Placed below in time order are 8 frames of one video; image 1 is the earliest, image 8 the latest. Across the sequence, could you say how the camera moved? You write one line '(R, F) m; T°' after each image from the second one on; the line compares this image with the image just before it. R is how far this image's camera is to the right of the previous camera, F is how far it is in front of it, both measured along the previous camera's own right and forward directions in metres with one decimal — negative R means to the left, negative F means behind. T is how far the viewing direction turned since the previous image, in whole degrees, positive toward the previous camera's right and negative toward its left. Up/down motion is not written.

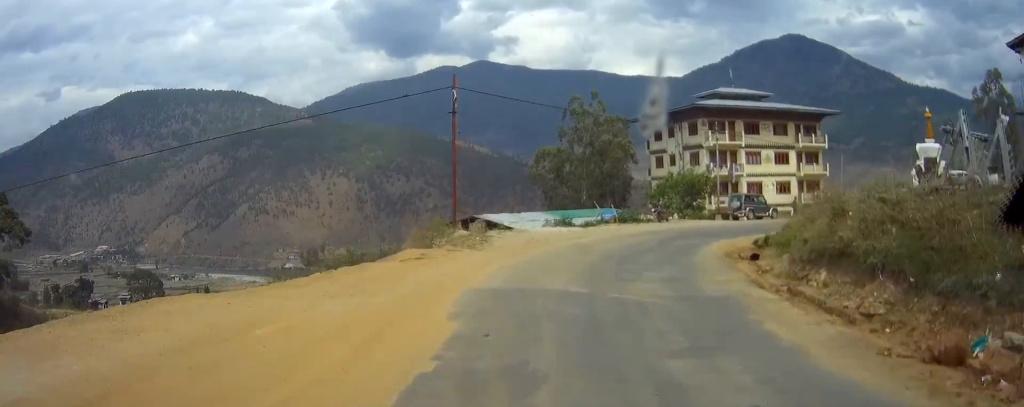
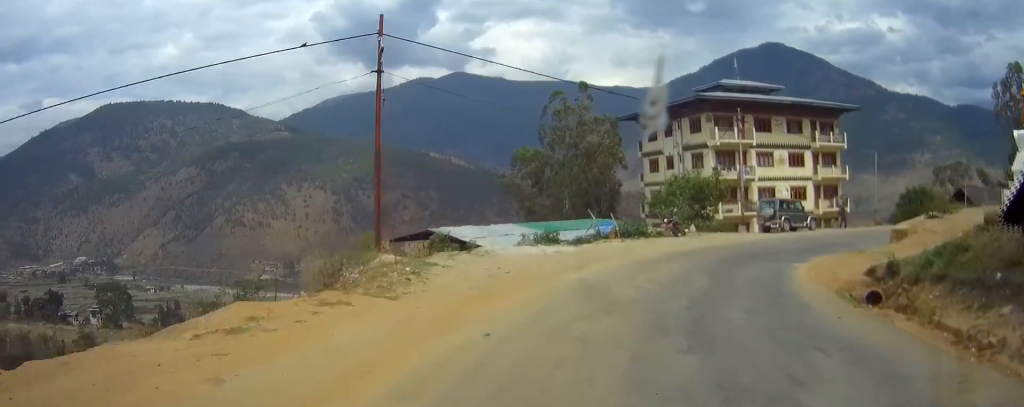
(+0.4, +11.5) m; +5°
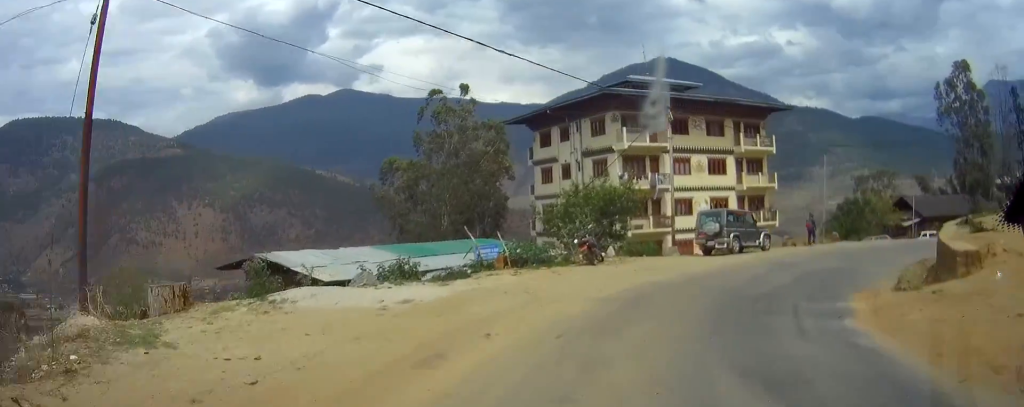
(+0.4, +9.9) m; +12°
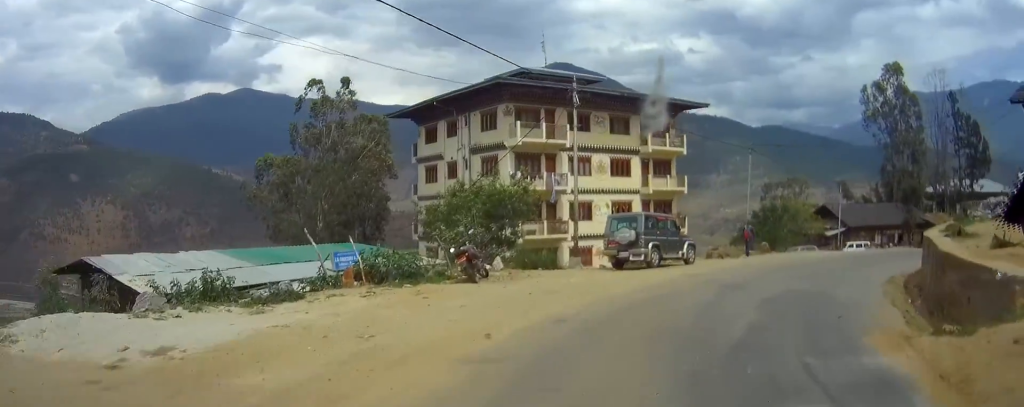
(+0.5, +5.7) m; +10°
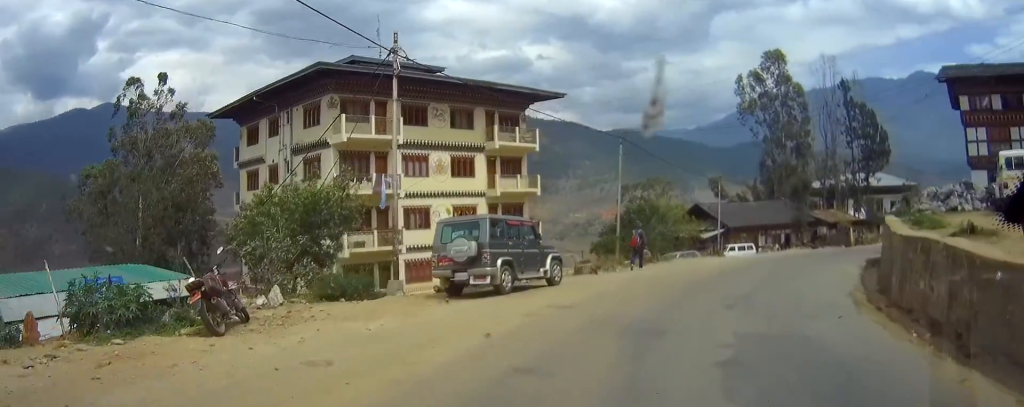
(+0.9, +7.1) m; +18°
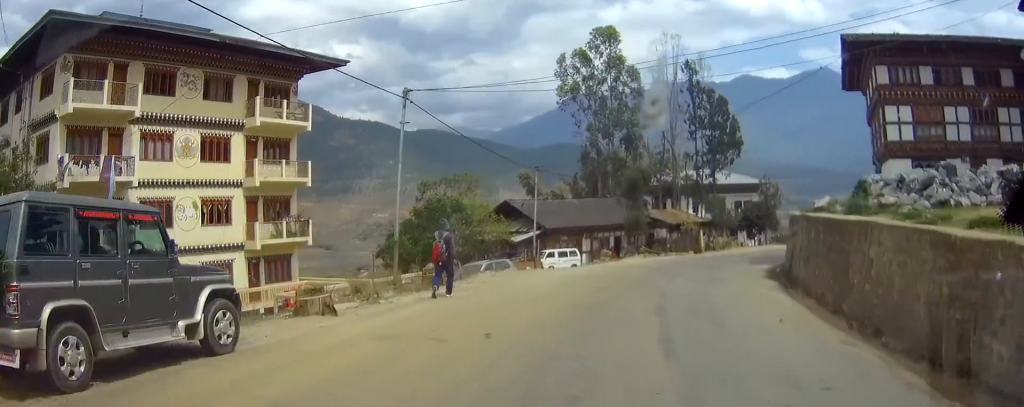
(+2.6, +9.5) m; +24°
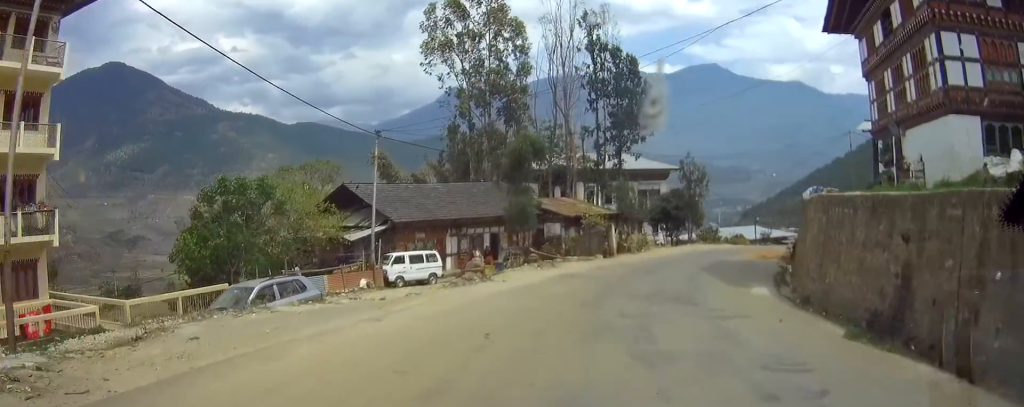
(+1.8, +13.6) m; +9°
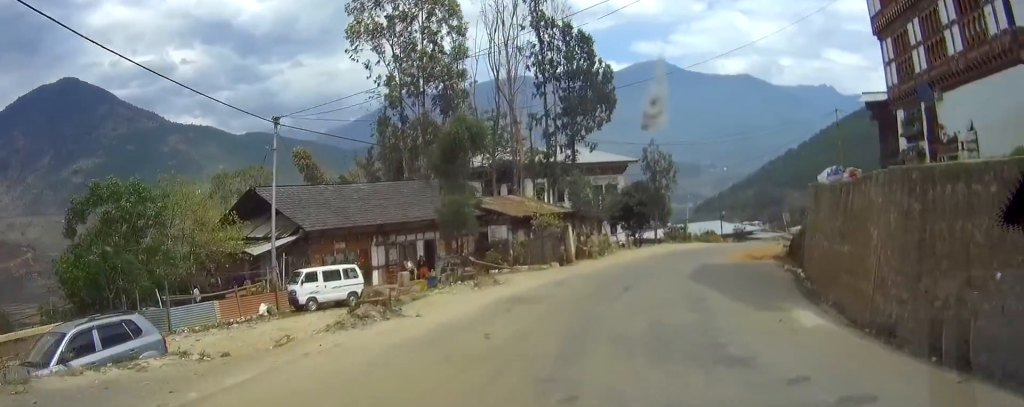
(0.0, +6.0) m; 0°
